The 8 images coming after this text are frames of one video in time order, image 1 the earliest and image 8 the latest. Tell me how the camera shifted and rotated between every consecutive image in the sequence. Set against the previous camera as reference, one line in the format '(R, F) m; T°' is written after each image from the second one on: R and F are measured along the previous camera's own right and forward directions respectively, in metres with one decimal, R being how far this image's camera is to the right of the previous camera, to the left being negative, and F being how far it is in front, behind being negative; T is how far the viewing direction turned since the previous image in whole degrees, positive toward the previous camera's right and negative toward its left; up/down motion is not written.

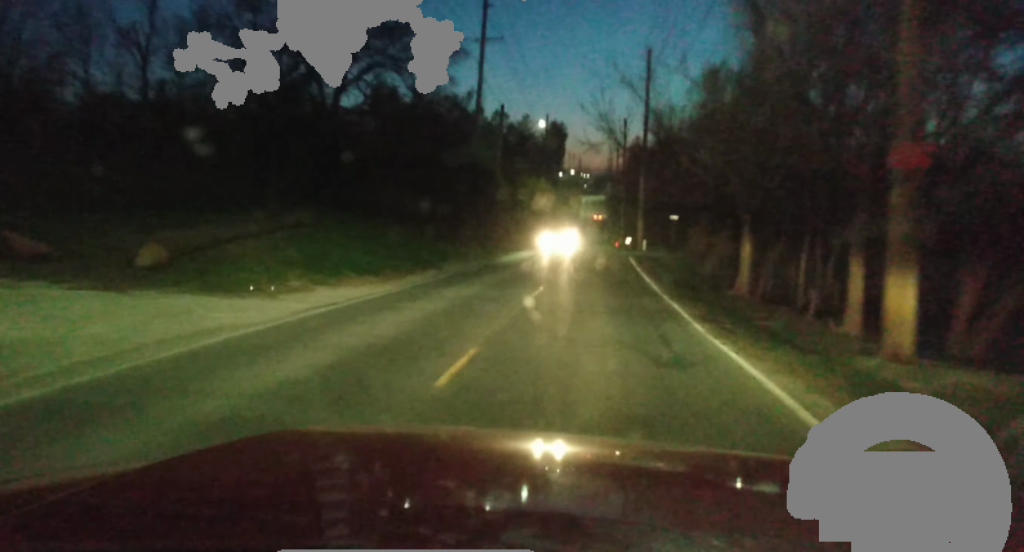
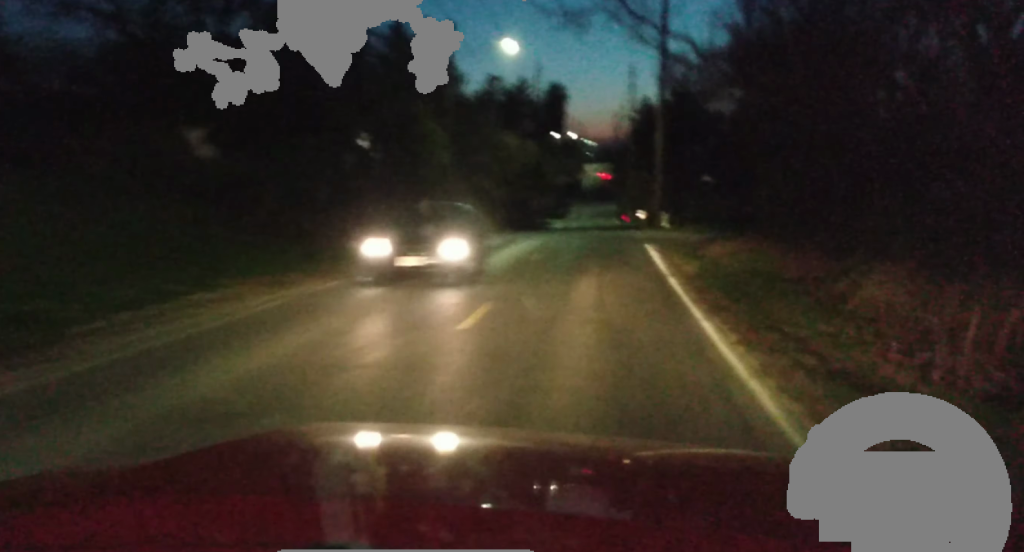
(-0.4, +22.5) m; -3°
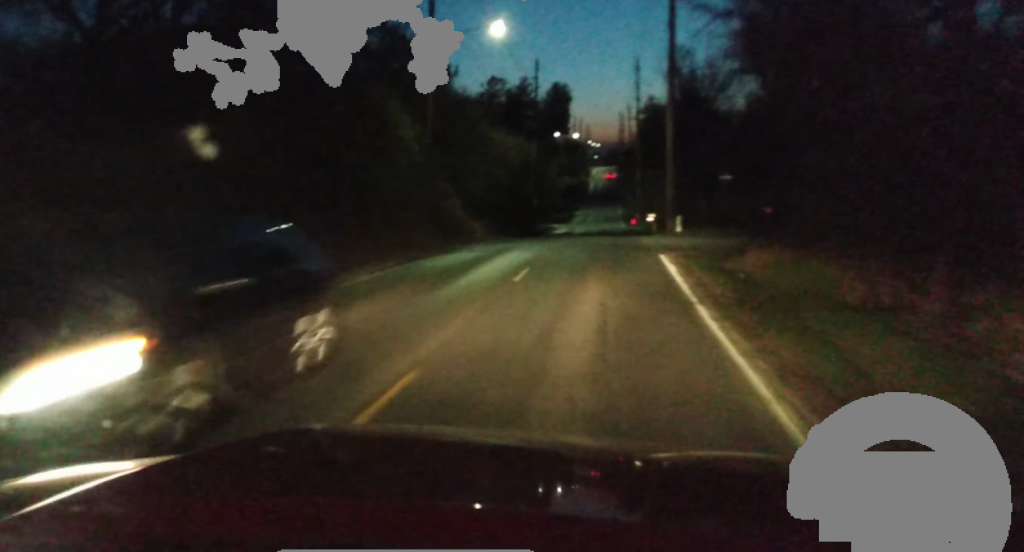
(0.0, +5.4) m; 0°
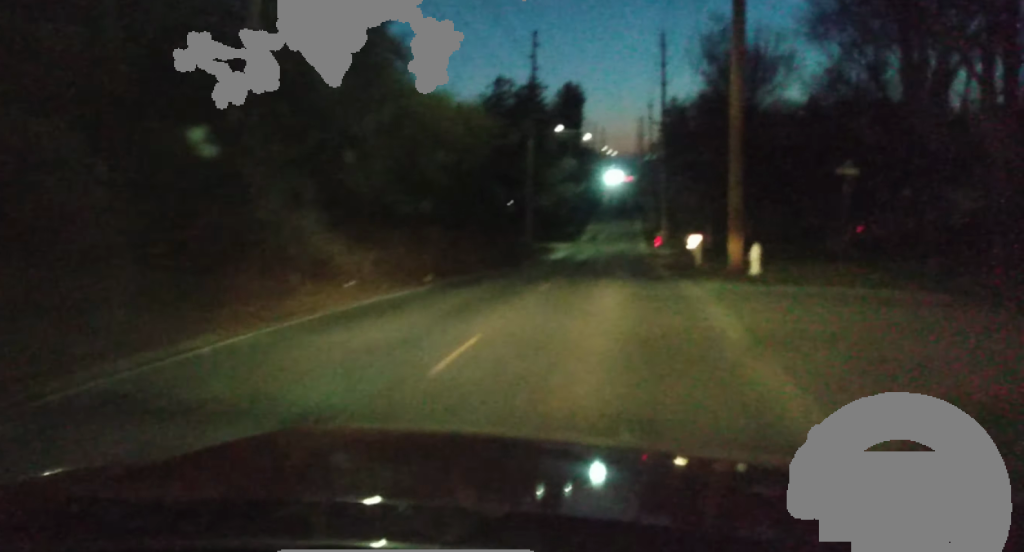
(-0.1, +21.5) m; -1°
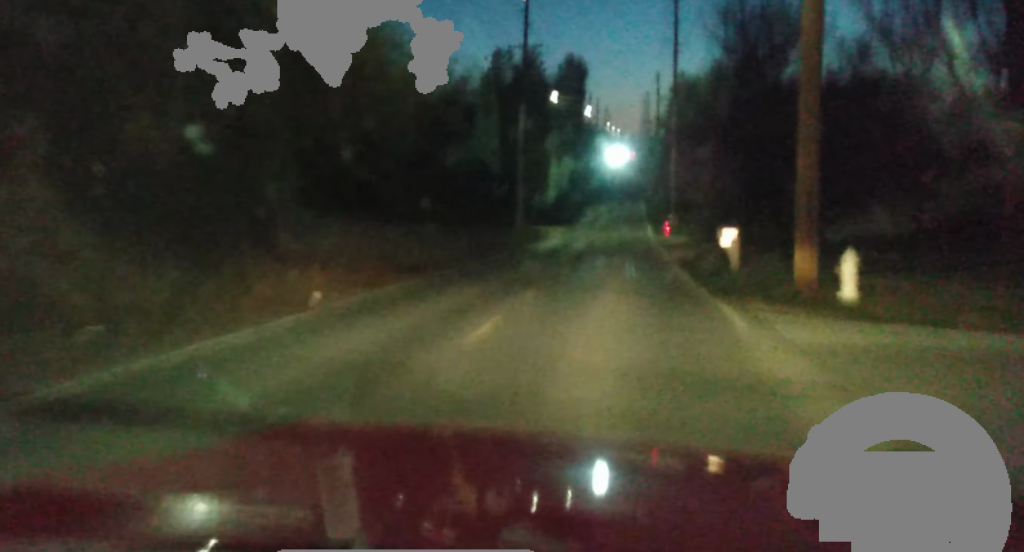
(-0.2, +9.3) m; 0°
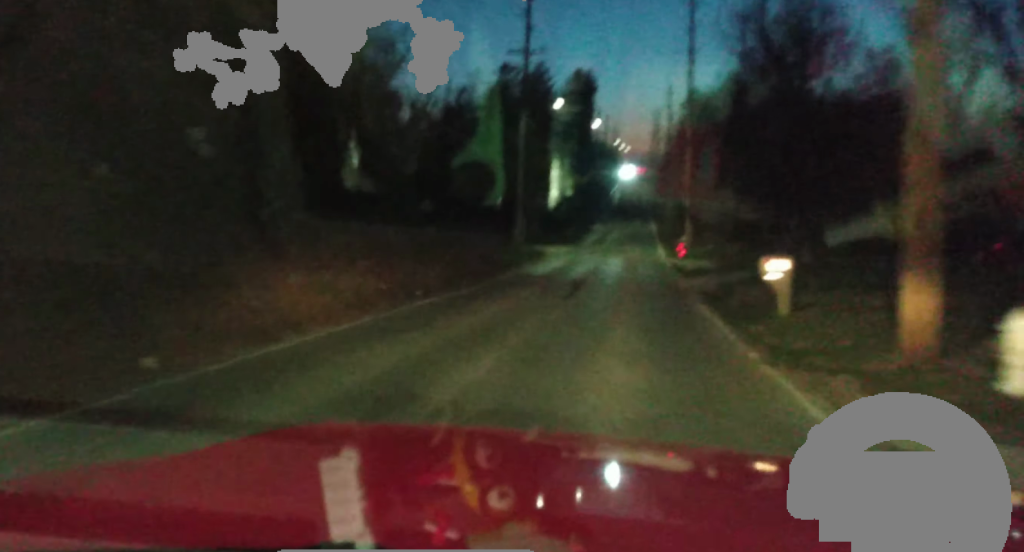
(+0.1, +6.0) m; 0°
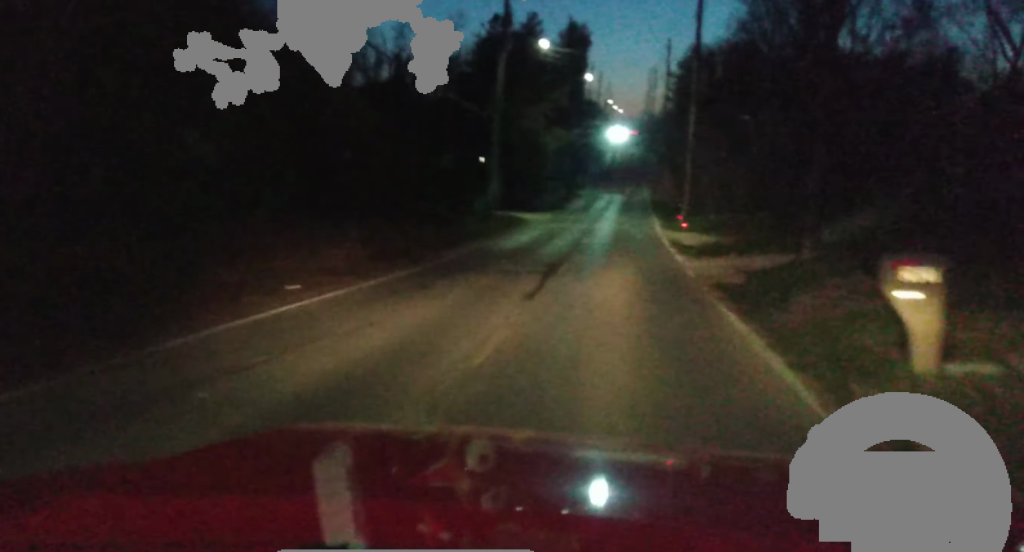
(+0.1, +8.6) m; 0°
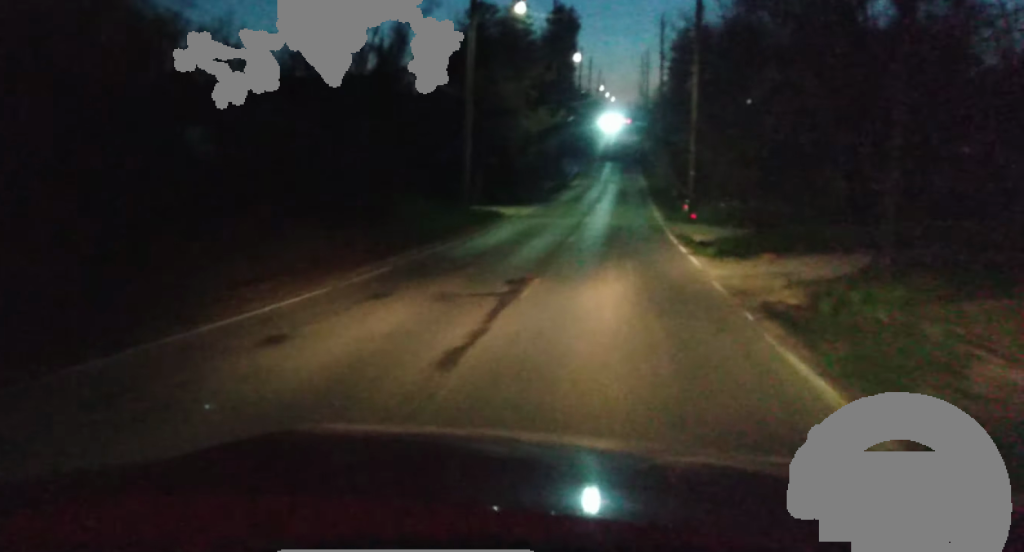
(-0.1, +7.4) m; 0°
